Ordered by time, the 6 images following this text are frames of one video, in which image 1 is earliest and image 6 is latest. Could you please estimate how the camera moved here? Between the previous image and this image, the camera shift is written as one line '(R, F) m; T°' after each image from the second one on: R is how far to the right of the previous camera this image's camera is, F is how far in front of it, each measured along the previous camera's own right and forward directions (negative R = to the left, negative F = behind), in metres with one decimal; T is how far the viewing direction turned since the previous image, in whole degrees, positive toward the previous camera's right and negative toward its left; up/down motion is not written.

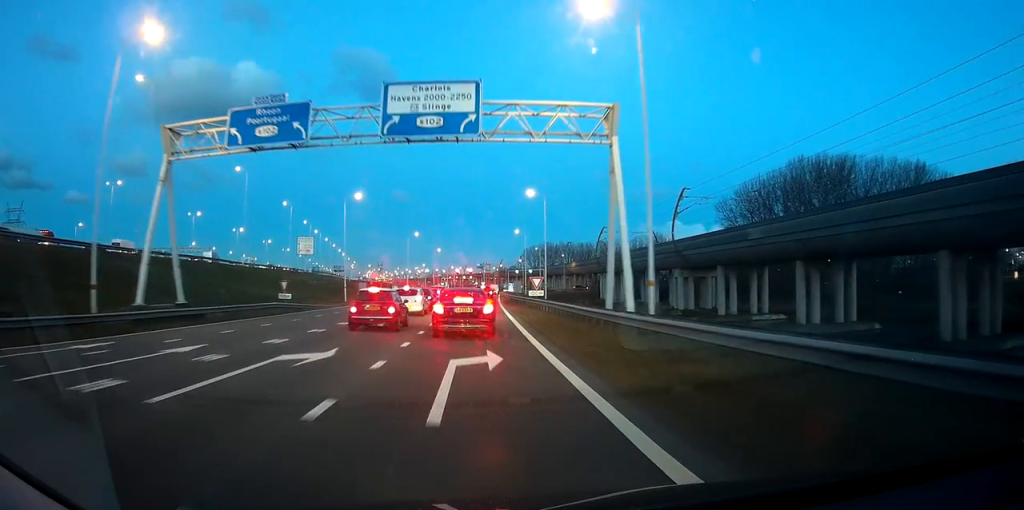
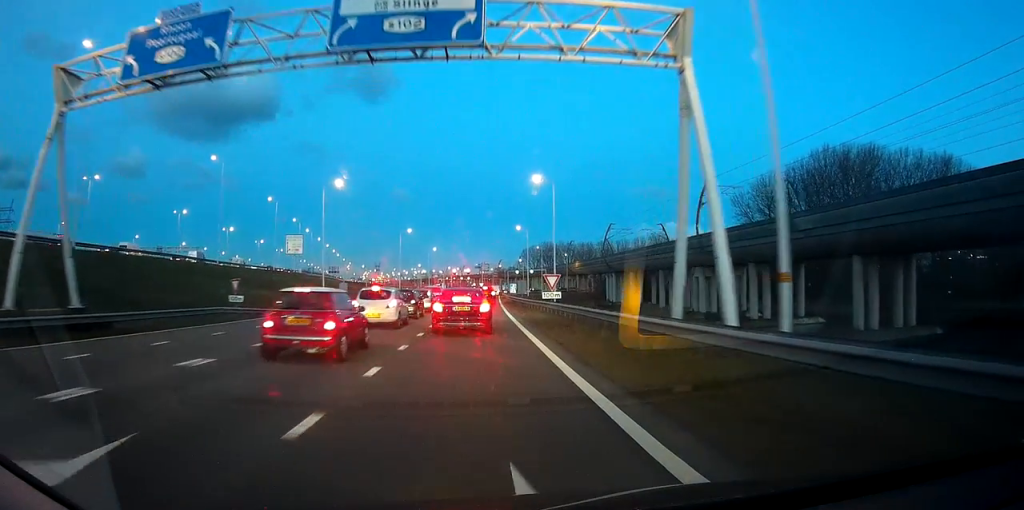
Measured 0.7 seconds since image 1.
(-0.3, +8.5) m; 0°
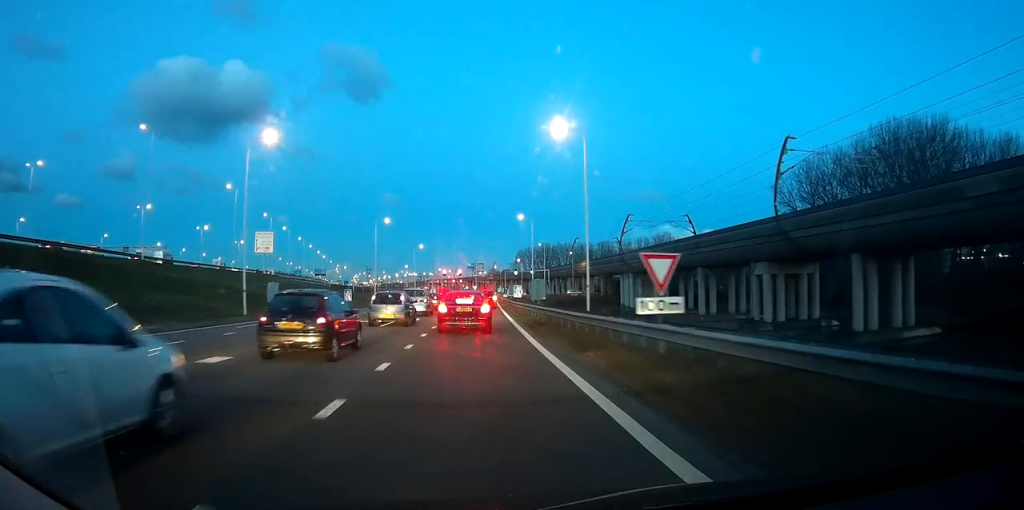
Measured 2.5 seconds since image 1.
(+0.3, +18.9) m; 0°
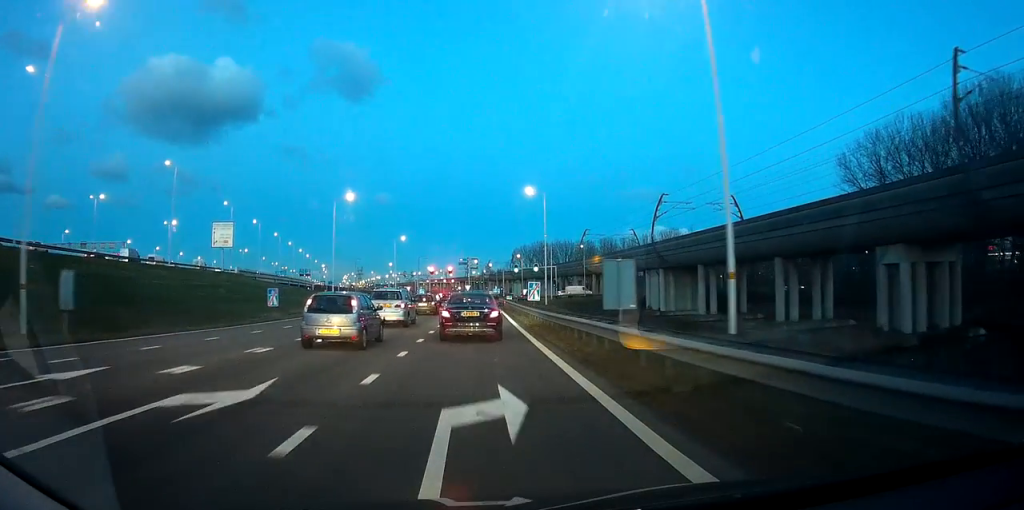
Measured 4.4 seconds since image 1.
(-0.4, +20.9) m; 0°
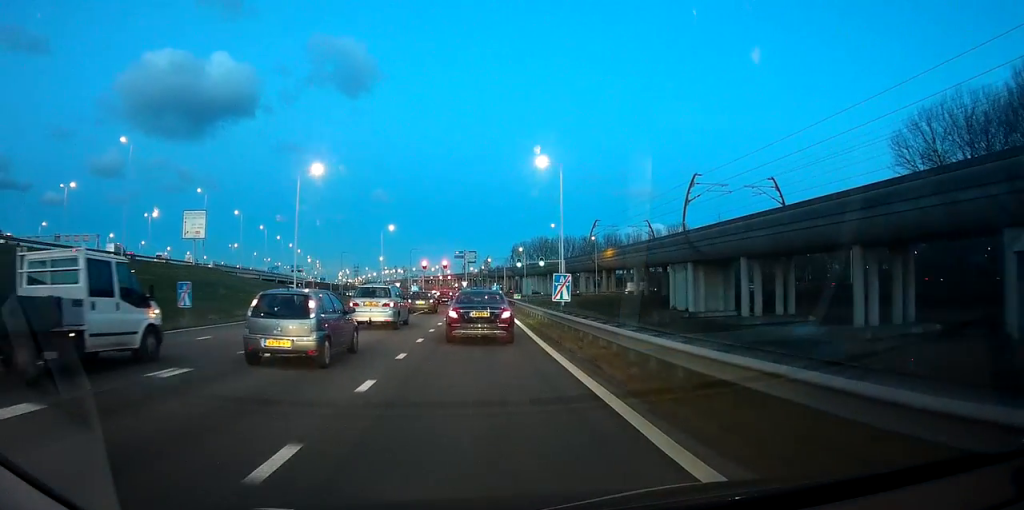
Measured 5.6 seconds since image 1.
(+0.3, +12.4) m; +2°
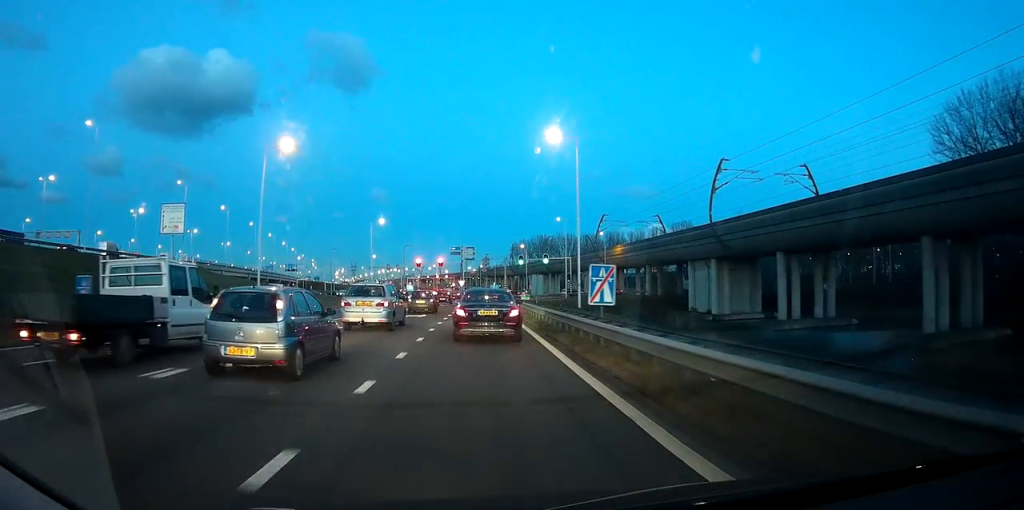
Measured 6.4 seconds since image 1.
(+0.1, +7.9) m; 0°
